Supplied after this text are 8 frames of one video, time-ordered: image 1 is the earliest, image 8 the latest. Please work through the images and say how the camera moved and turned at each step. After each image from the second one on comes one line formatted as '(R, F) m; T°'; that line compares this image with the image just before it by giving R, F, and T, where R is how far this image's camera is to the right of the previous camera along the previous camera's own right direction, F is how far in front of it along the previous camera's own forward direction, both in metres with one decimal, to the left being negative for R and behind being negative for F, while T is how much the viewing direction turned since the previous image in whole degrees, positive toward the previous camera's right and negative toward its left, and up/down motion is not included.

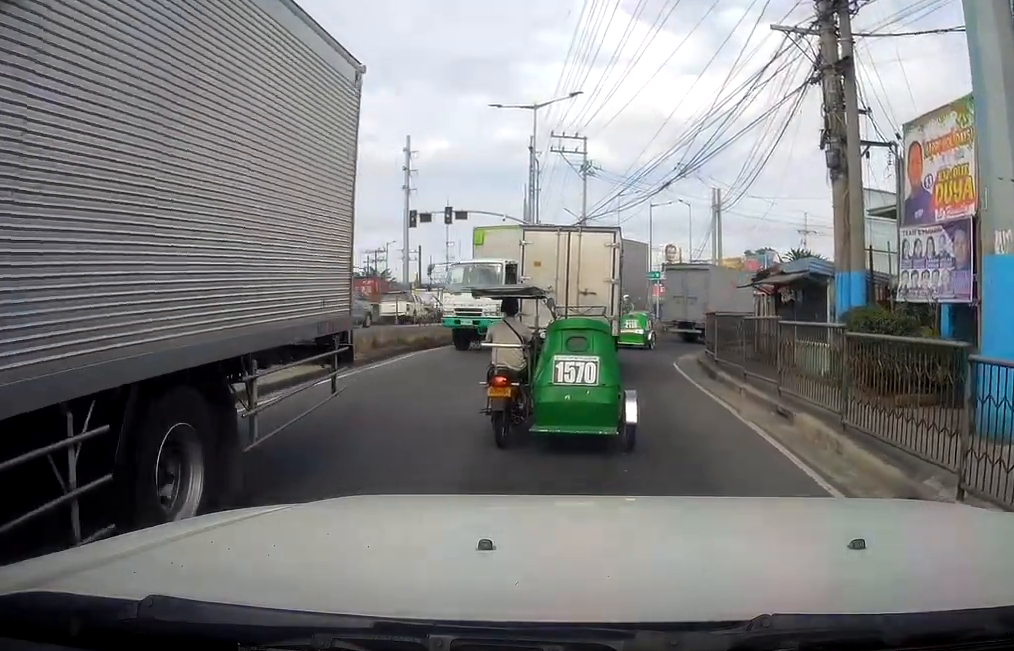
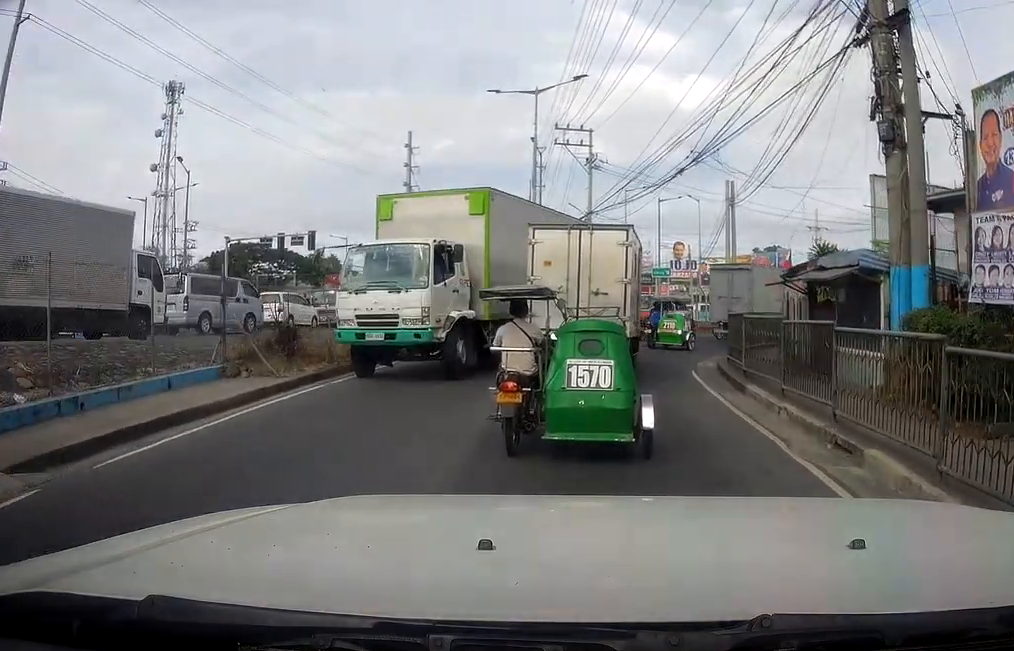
(-0.1, +2.7) m; -10°
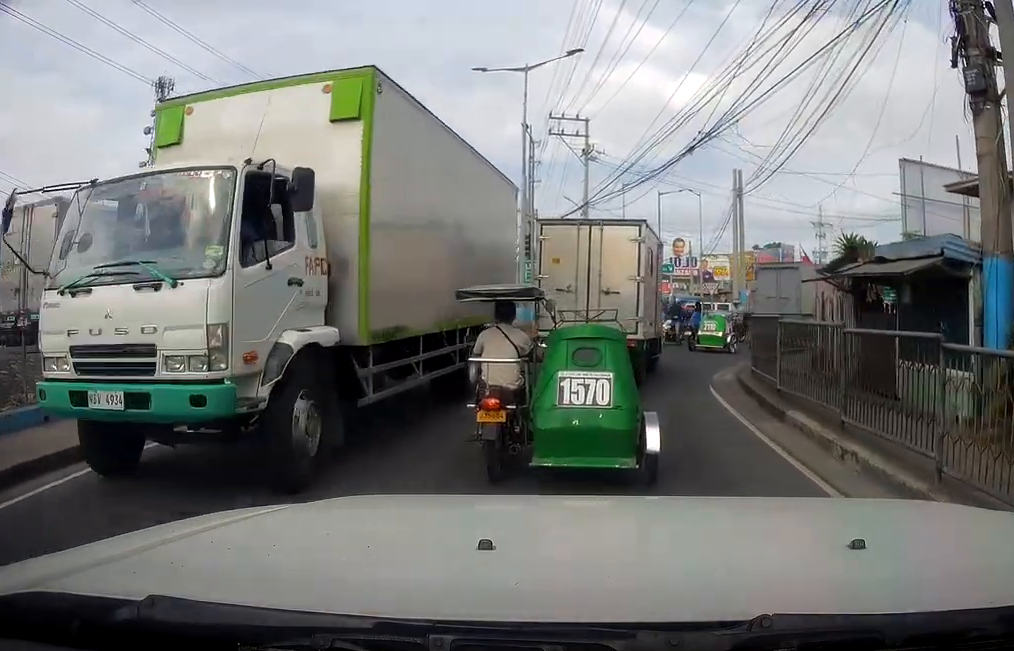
(-0.4, +3.3) m; -9°
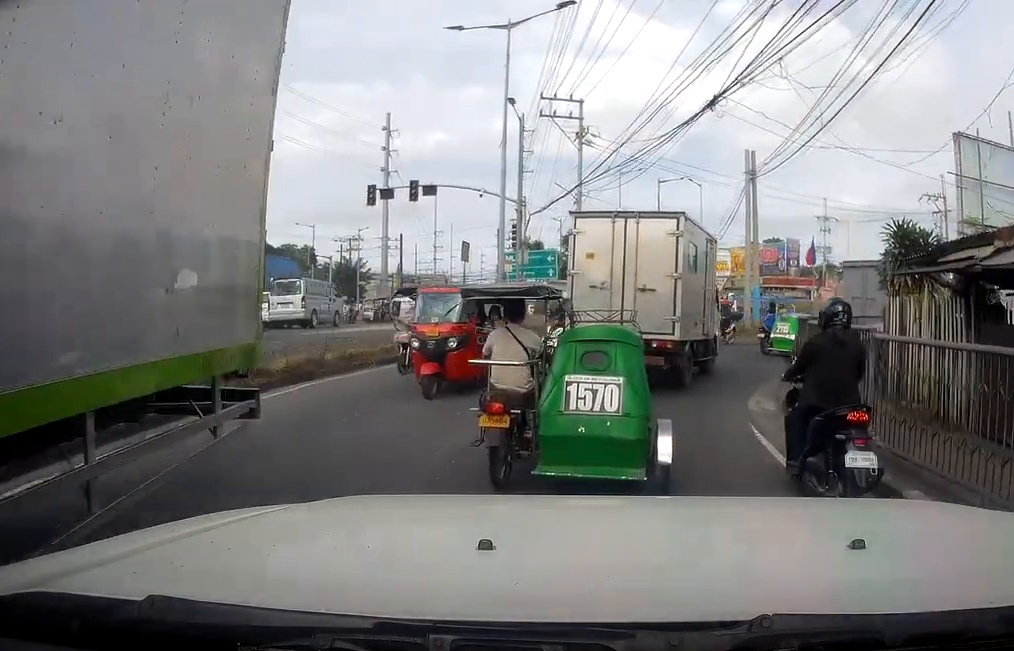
(0.0, +4.5) m; +6°
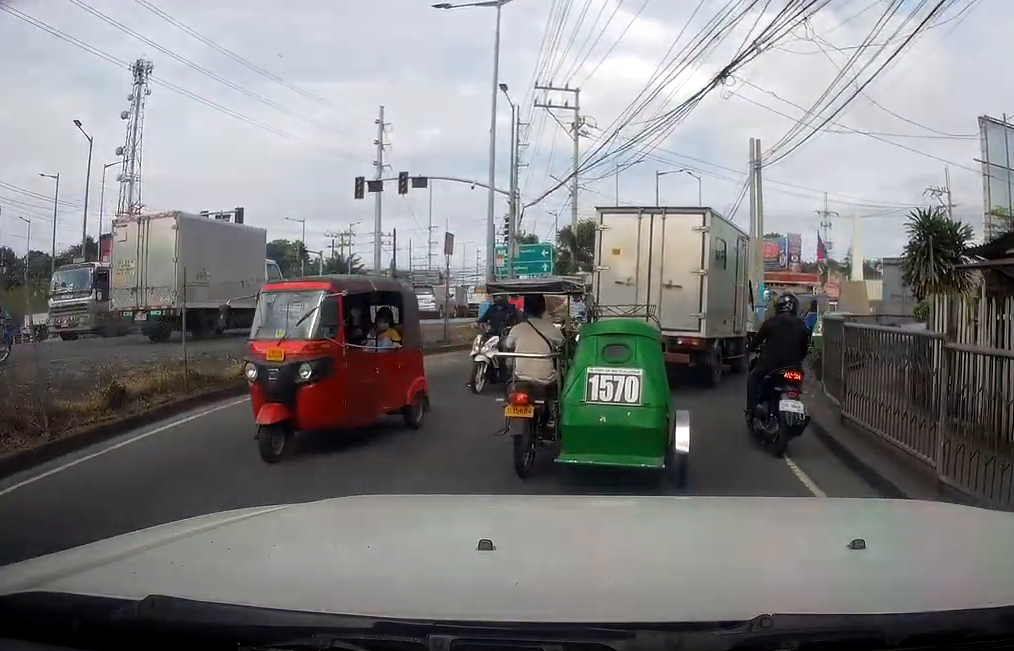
(+0.1, +1.9) m; +6°
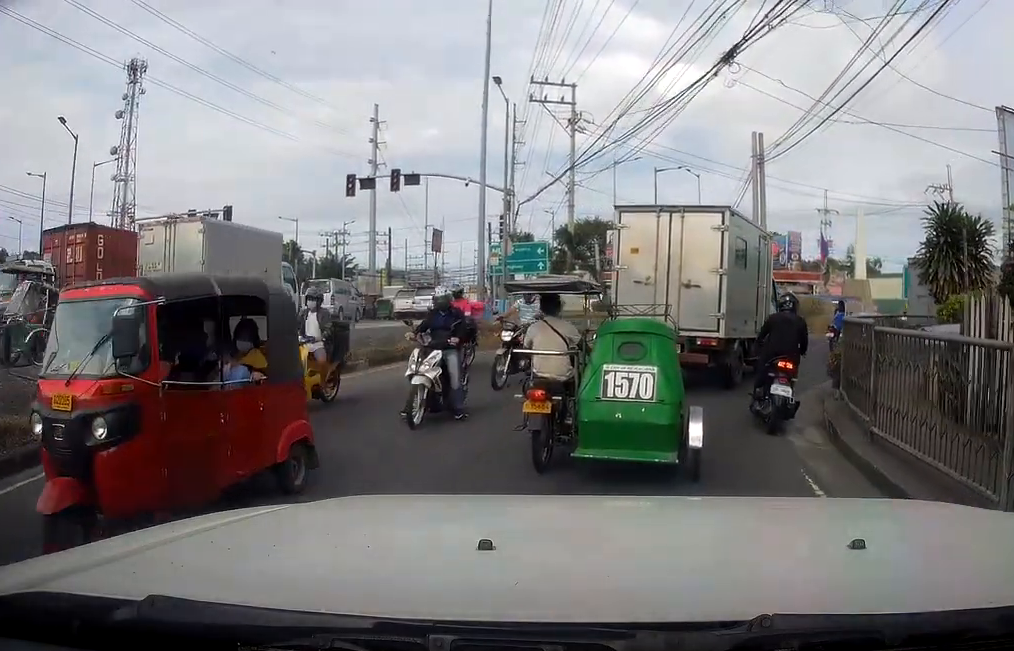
(0.0, +1.2) m; -3°
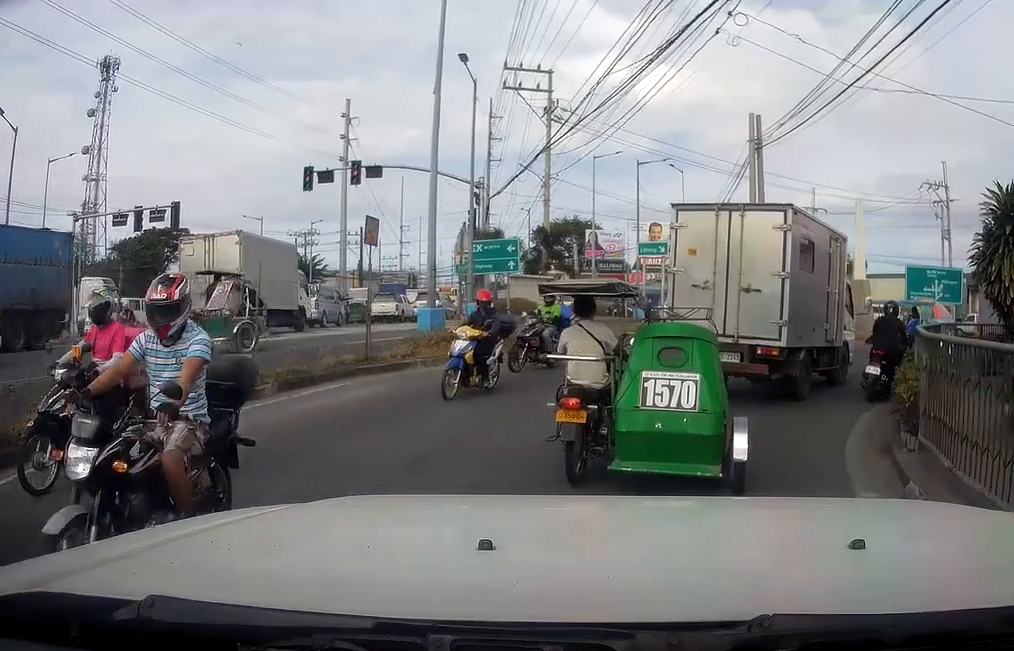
(-0.5, +3.4) m; -8°
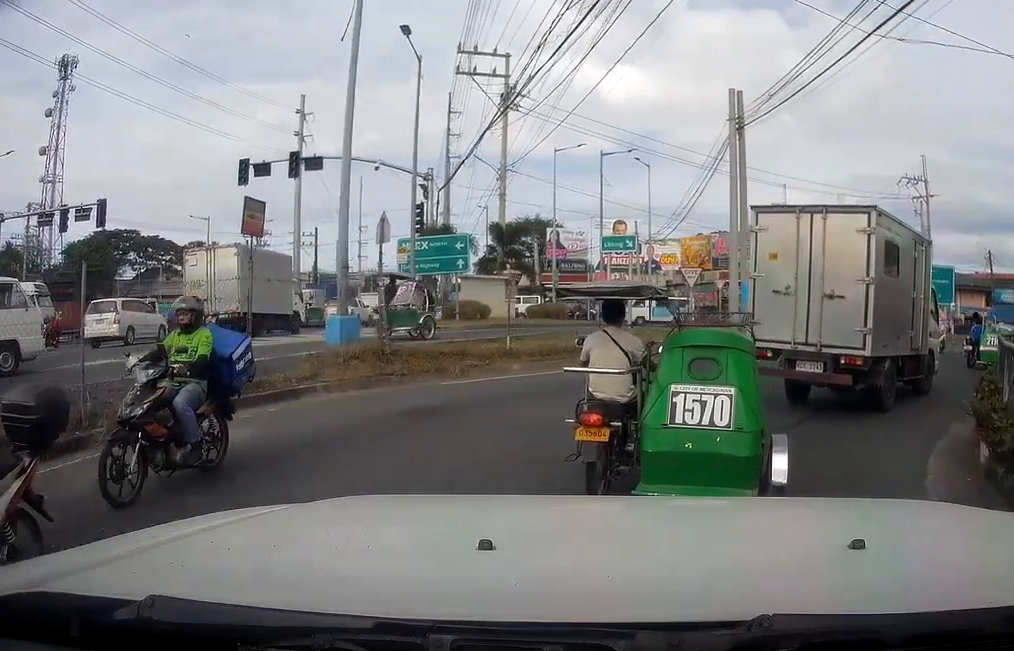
(+0.6, +3.4) m; +18°
